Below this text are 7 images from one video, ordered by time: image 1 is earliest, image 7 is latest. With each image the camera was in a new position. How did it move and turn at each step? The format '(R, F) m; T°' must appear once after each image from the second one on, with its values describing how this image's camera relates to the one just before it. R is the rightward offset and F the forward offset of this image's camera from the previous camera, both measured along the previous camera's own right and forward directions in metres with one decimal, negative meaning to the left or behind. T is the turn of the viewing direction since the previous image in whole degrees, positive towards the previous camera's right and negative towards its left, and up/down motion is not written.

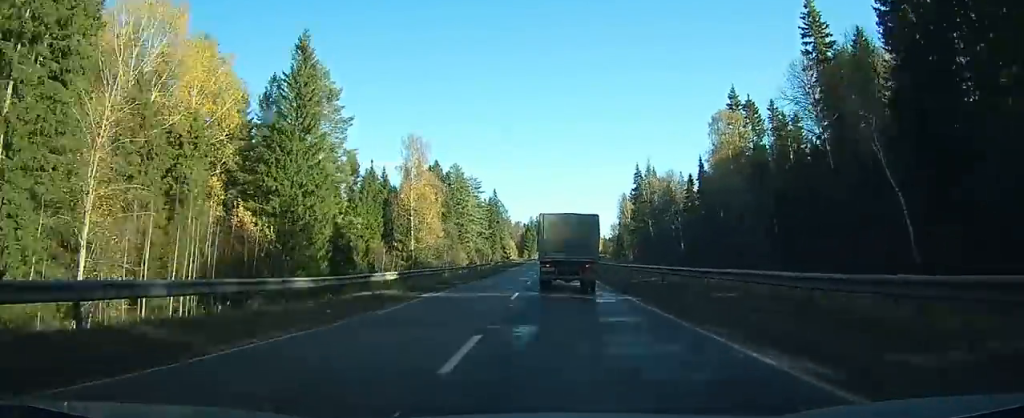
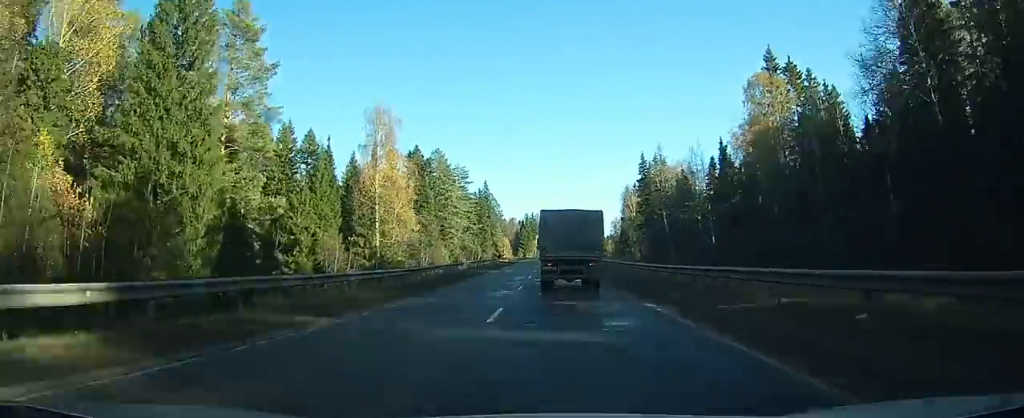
(-0.1, +18.9) m; 0°
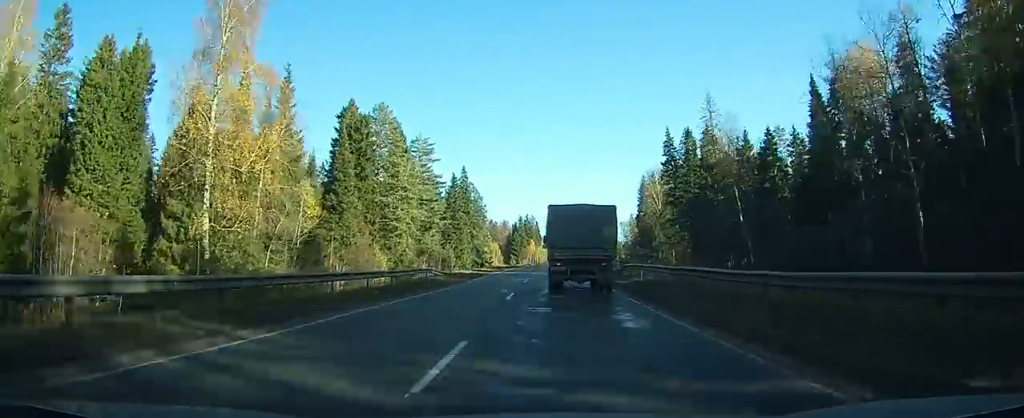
(+0.2, +42.9) m; +1°
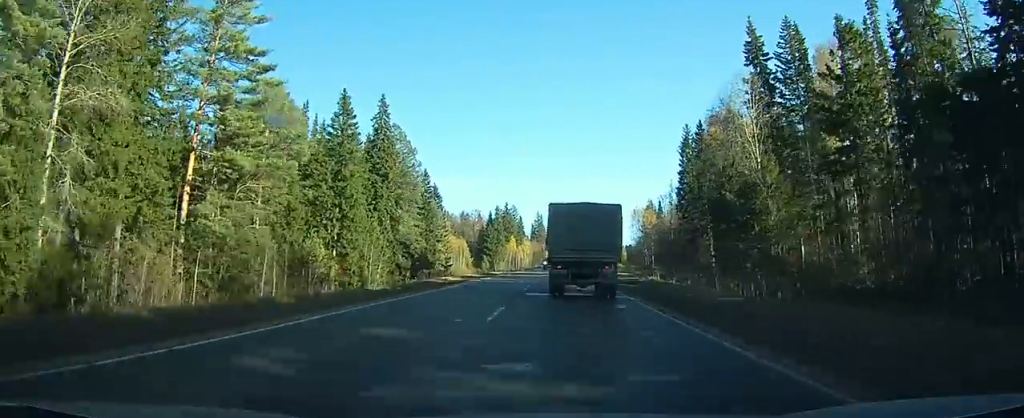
(+1.3, +66.8) m; +3°
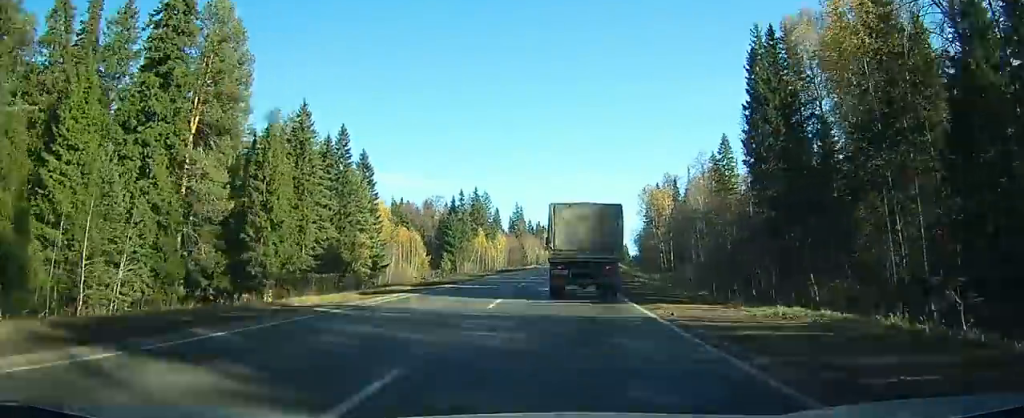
(+1.1, +45.3) m; +2°
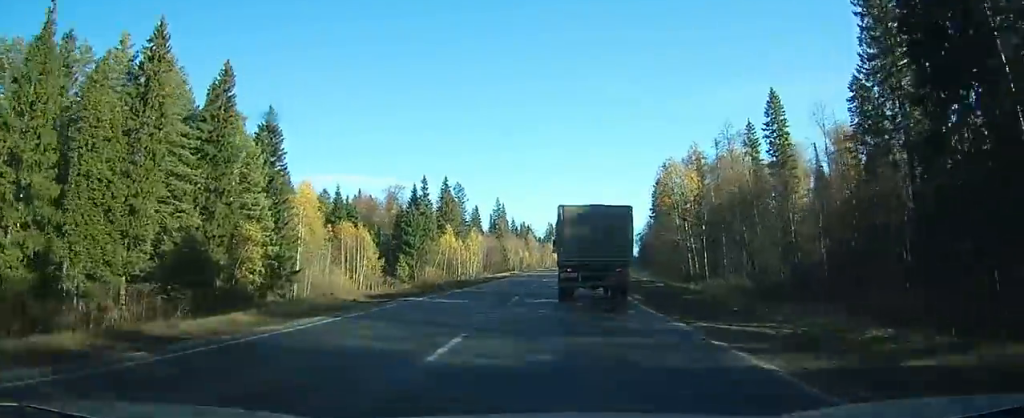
(+0.2, +32.3) m; 0°
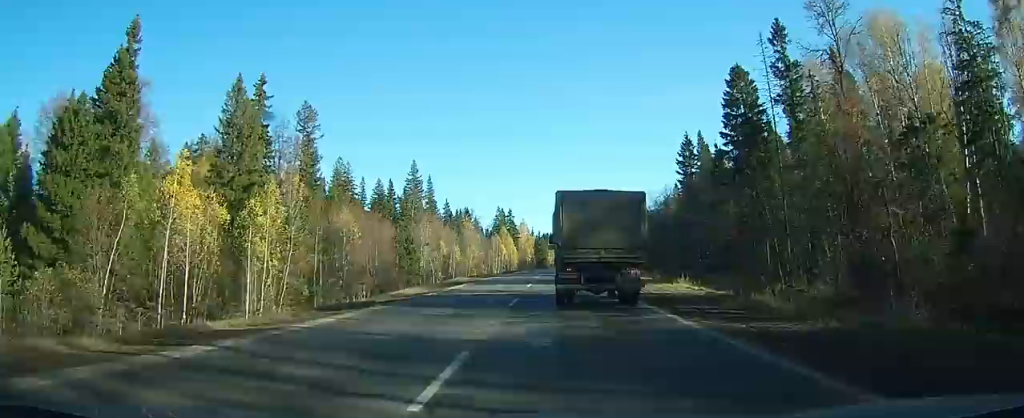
(+1.3, +83.3) m; +2°
